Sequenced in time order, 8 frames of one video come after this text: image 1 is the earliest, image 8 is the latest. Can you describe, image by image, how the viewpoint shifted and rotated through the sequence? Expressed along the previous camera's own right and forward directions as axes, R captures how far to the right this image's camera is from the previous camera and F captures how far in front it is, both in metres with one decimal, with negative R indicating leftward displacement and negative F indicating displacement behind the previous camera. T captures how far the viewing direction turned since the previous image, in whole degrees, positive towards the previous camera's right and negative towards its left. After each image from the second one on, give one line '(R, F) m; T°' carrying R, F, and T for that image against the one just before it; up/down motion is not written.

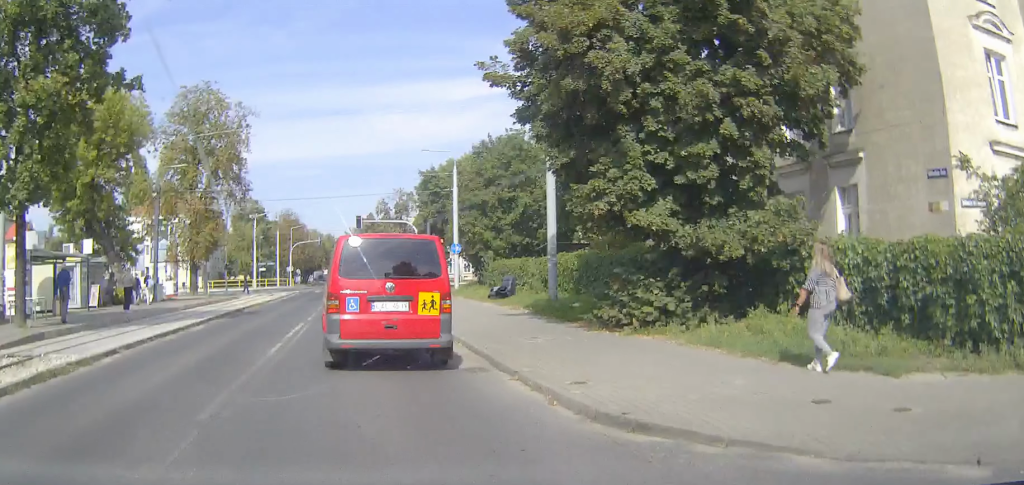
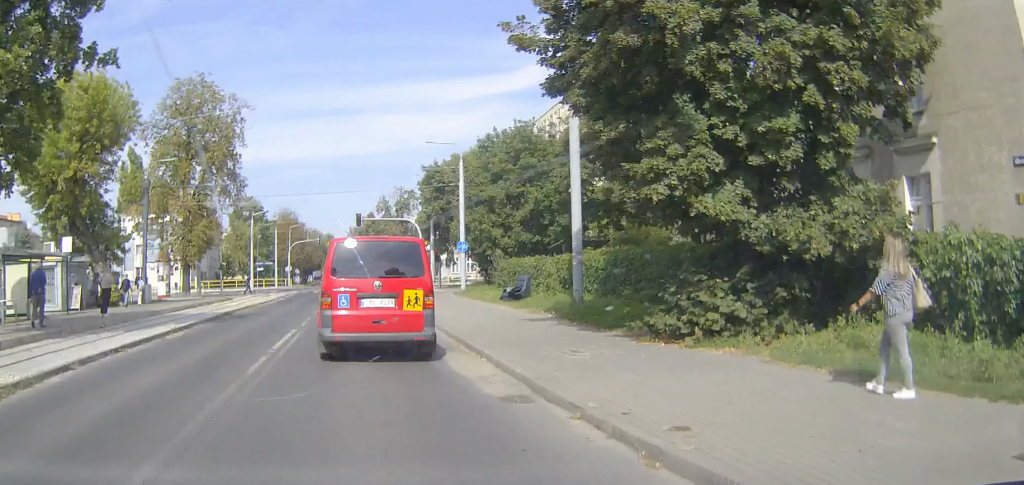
(0.0, +2.8) m; -1°
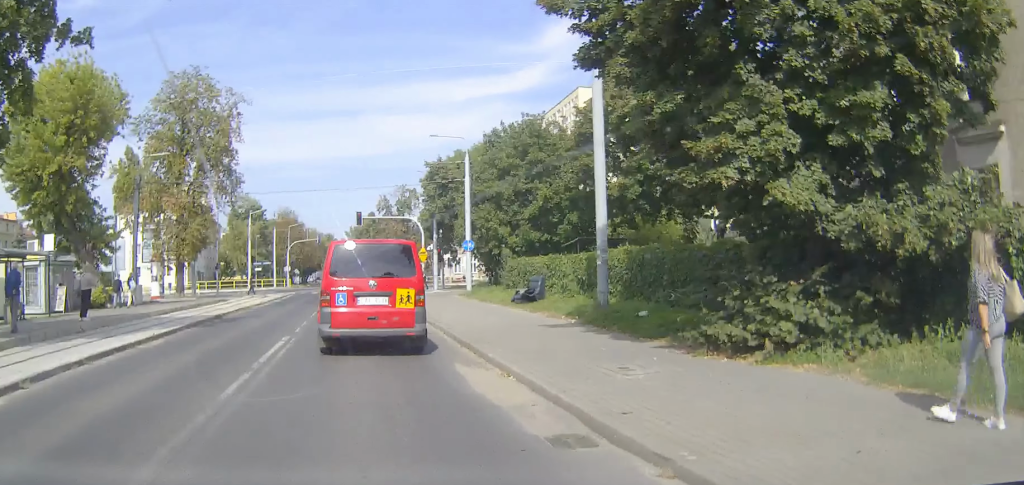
(0.0, +2.2) m; 0°
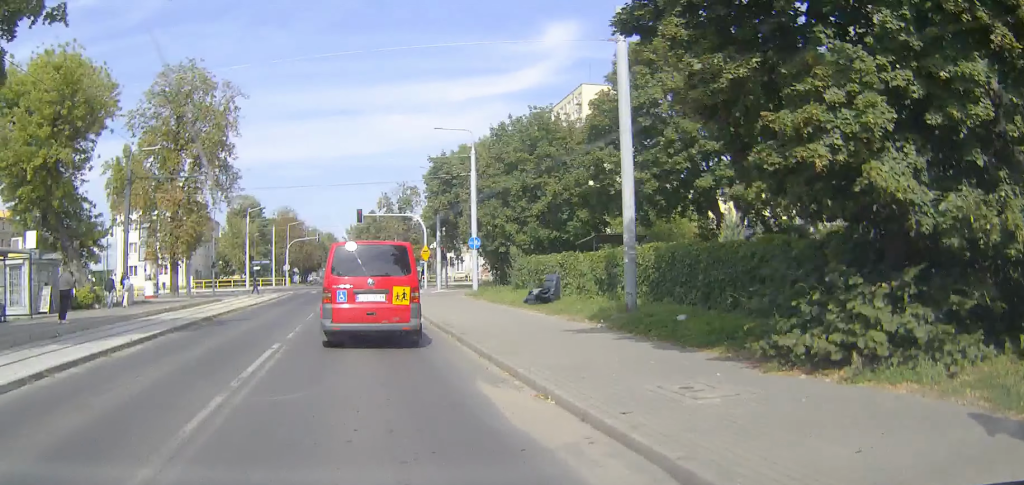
(0.0, +2.0) m; +1°
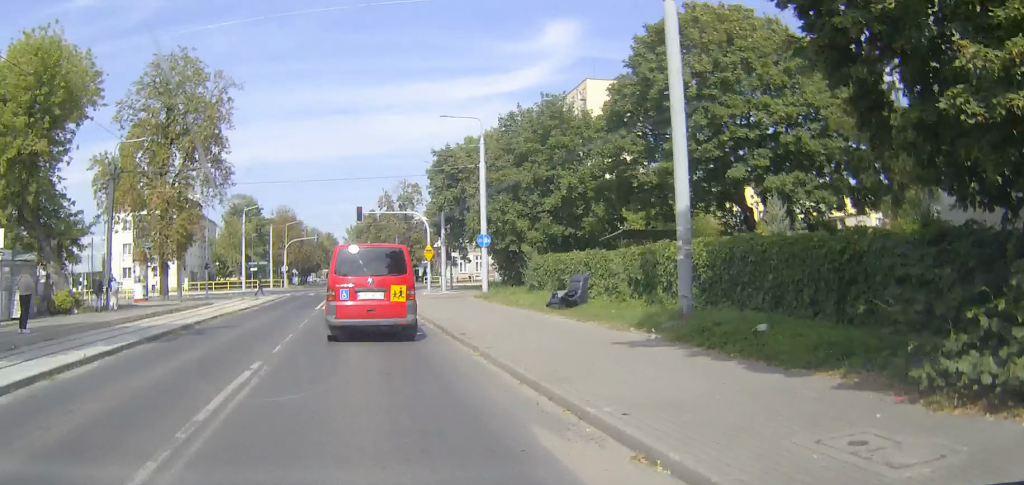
(0.0, +3.0) m; +1°
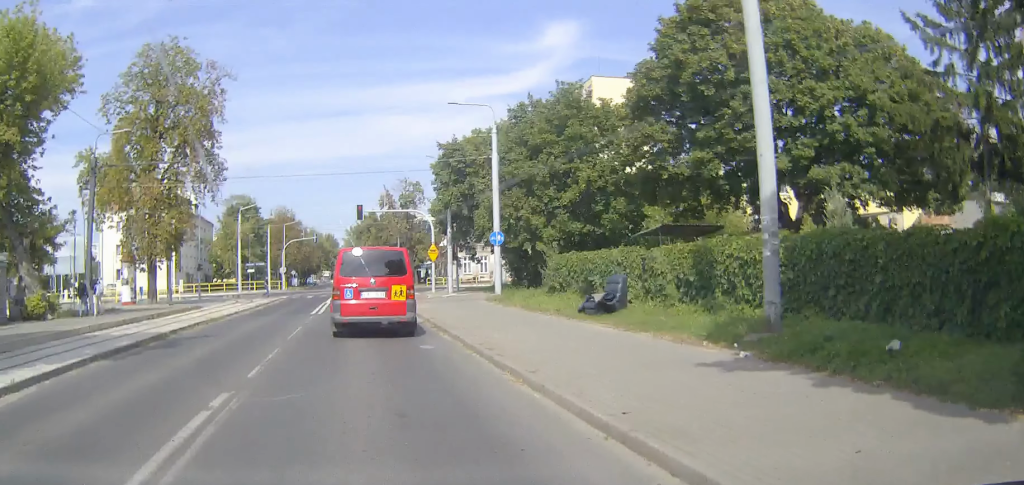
(0.0, +3.2) m; +1°
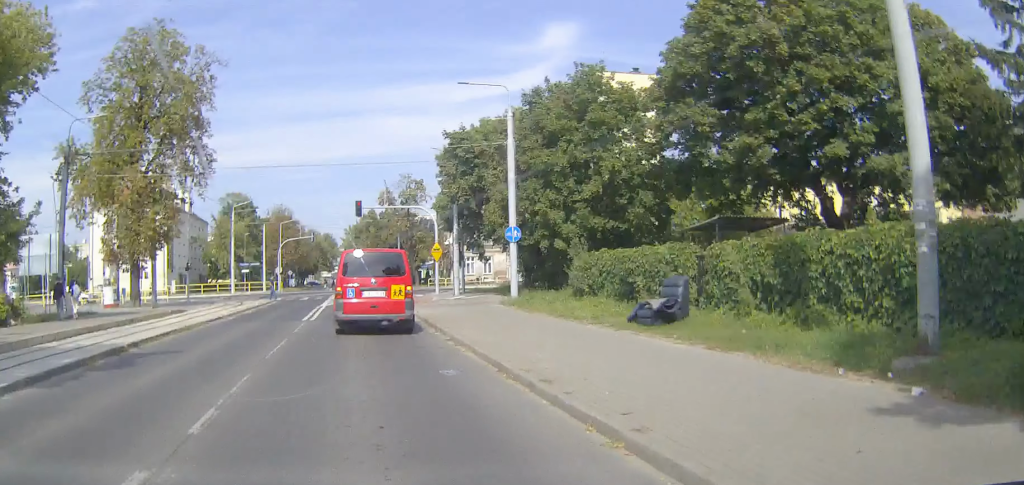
(0.0, +3.7) m; +1°
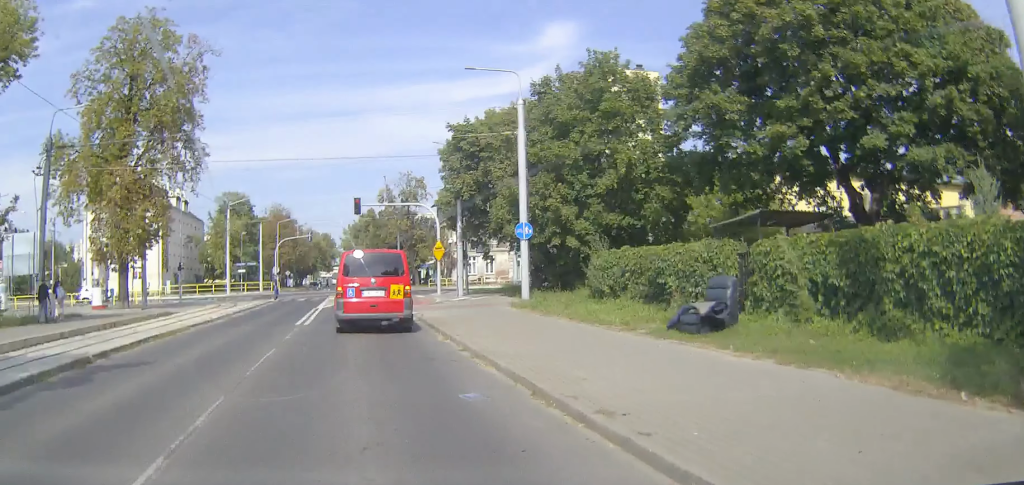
(0.0, +2.1) m; 0°
